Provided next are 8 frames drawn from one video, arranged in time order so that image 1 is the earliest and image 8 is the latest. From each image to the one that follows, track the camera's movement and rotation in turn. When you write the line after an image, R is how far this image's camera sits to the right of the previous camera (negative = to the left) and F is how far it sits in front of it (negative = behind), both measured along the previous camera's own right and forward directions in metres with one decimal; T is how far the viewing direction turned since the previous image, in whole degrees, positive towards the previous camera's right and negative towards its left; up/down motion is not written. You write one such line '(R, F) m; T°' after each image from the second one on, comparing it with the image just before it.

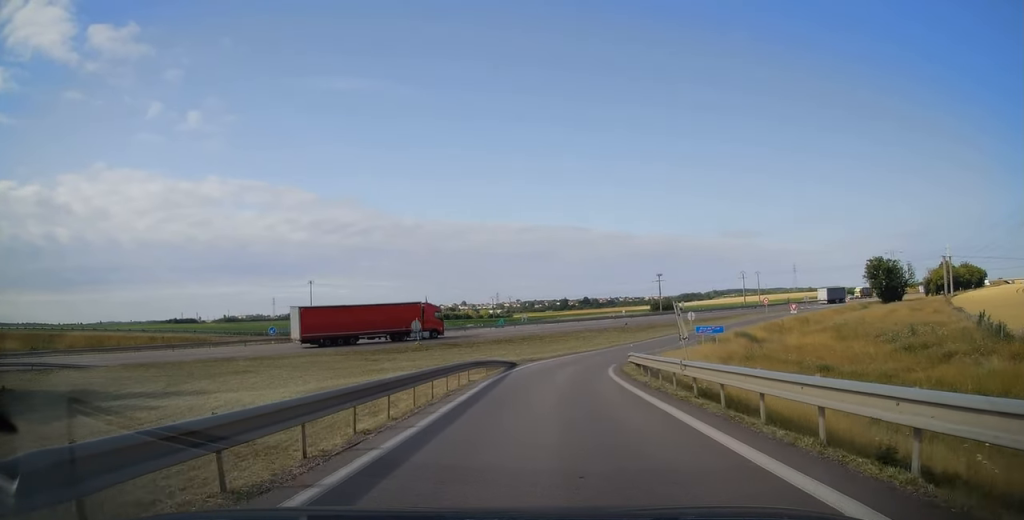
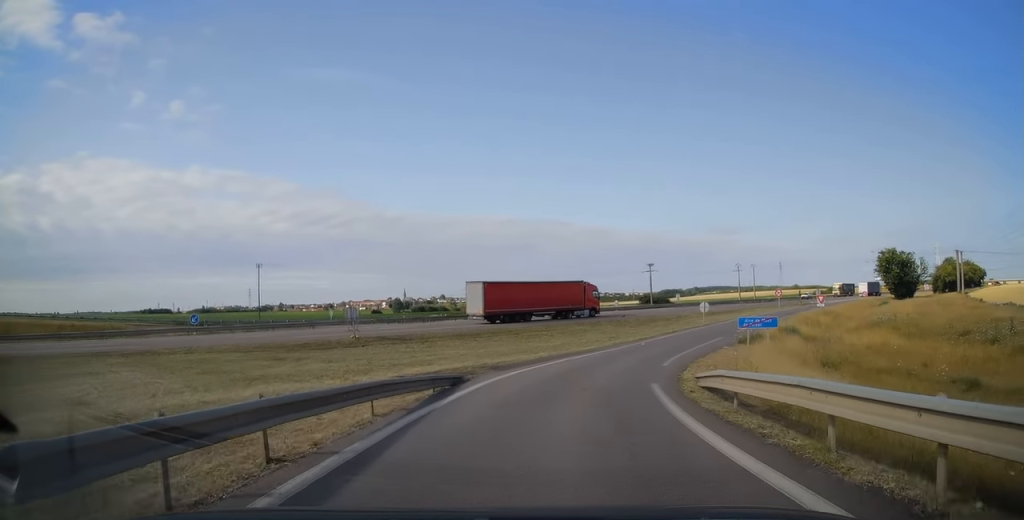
(+0.6, +14.6) m; +5°
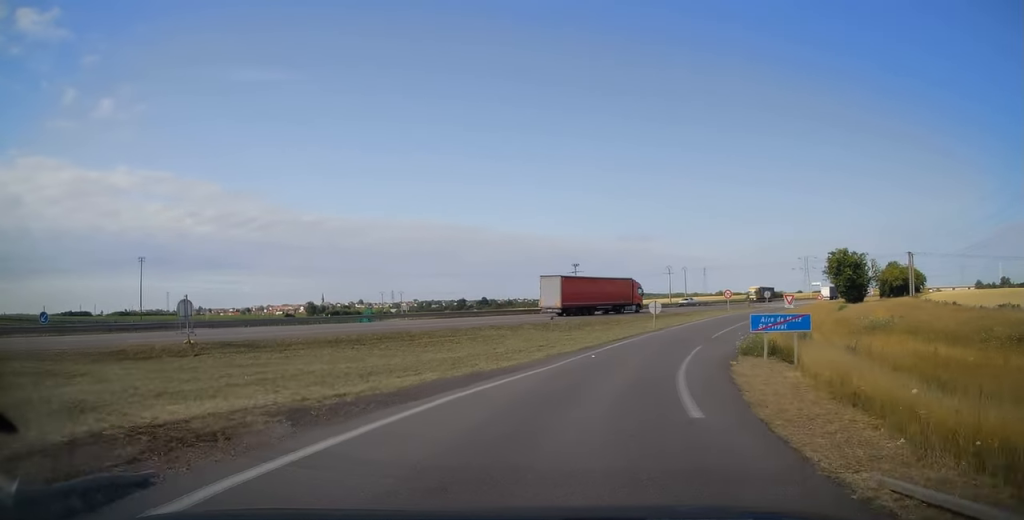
(+0.5, +12.9) m; +7°
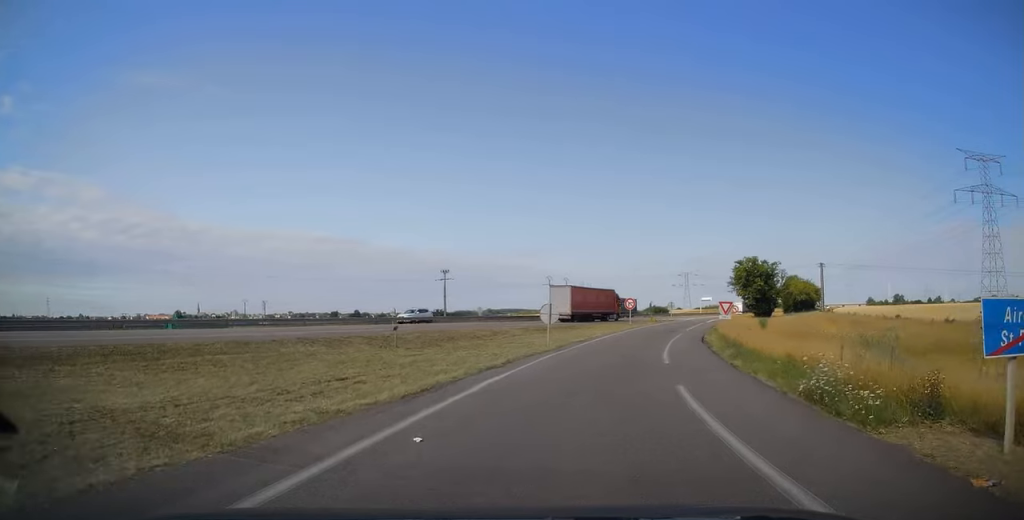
(+1.4, +16.1) m; +10°
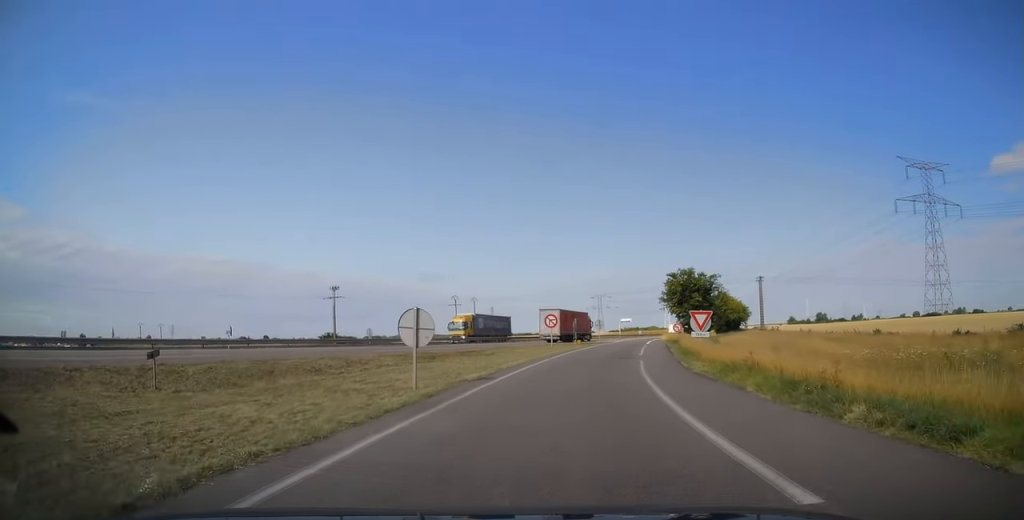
(+1.2, +15.4) m; +7°
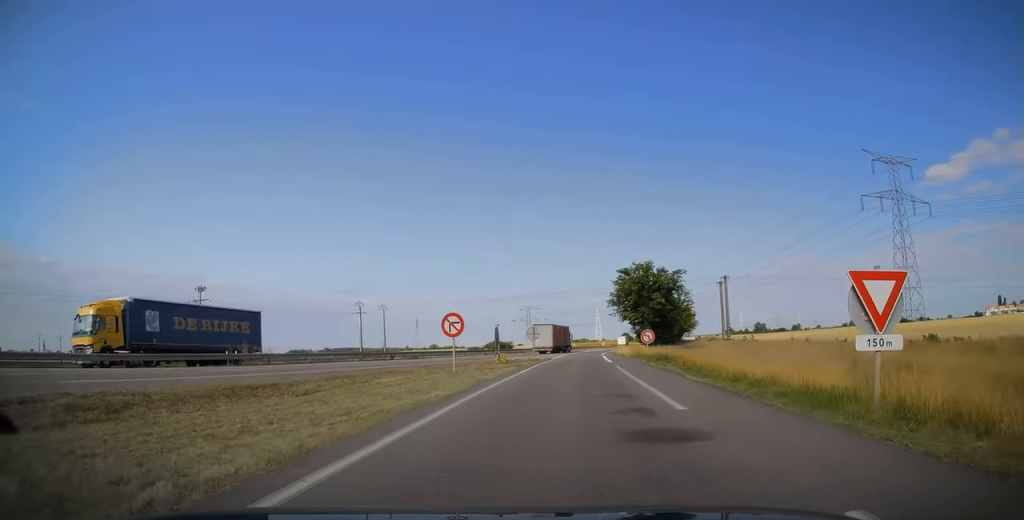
(+1.3, +22.2) m; +6°
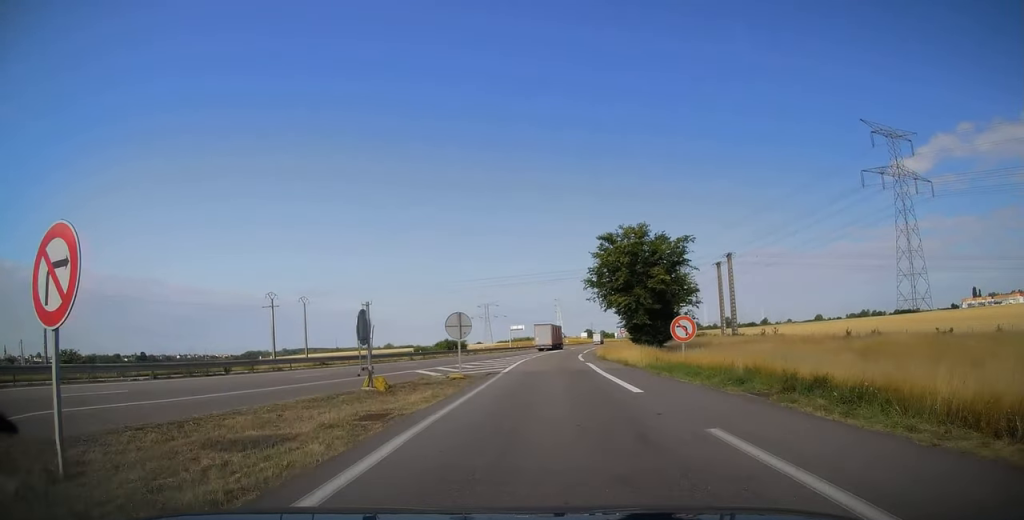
(+1.0, +23.8) m; +3°
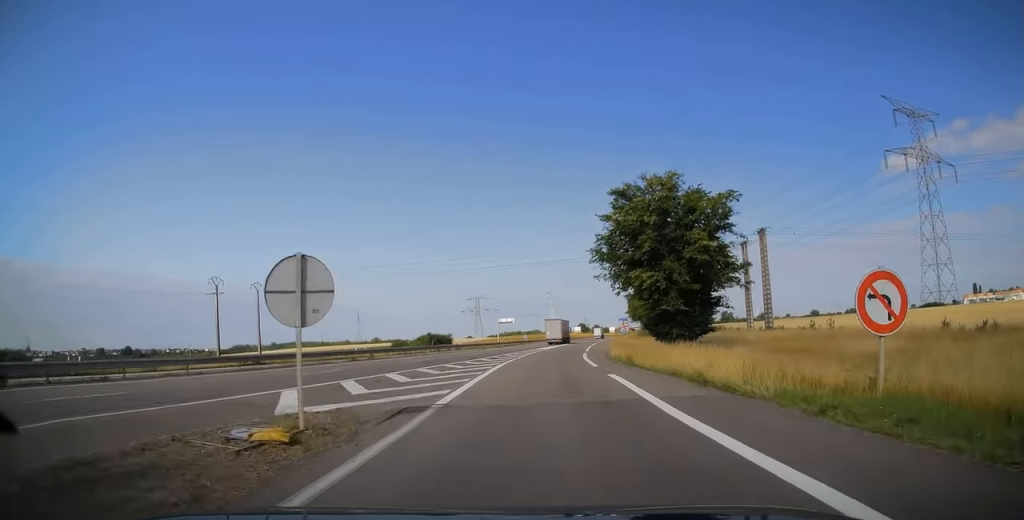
(-0.2, +15.8) m; +1°
